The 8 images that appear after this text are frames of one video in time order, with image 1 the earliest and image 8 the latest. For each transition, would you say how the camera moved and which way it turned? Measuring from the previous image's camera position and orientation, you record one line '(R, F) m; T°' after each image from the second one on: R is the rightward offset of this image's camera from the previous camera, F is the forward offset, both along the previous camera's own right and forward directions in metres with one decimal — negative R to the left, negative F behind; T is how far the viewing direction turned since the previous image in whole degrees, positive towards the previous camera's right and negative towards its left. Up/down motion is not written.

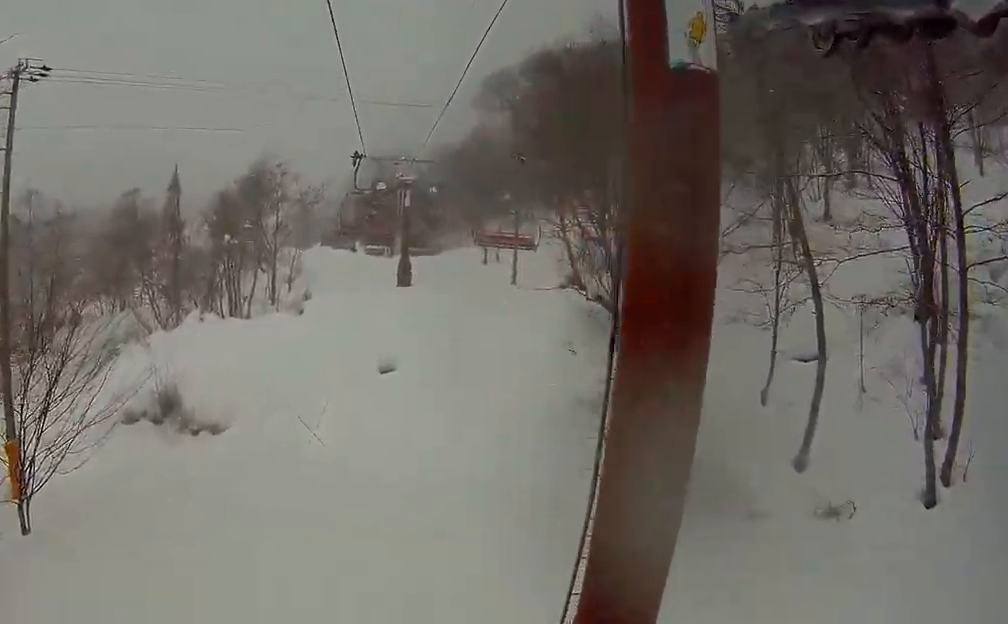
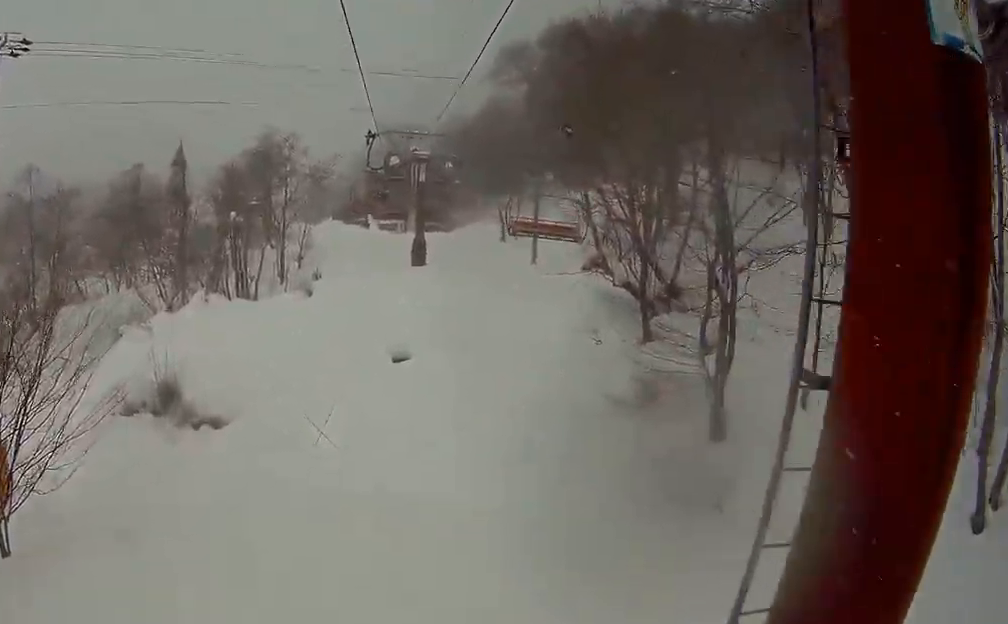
(-0.2, +1.8) m; -6°
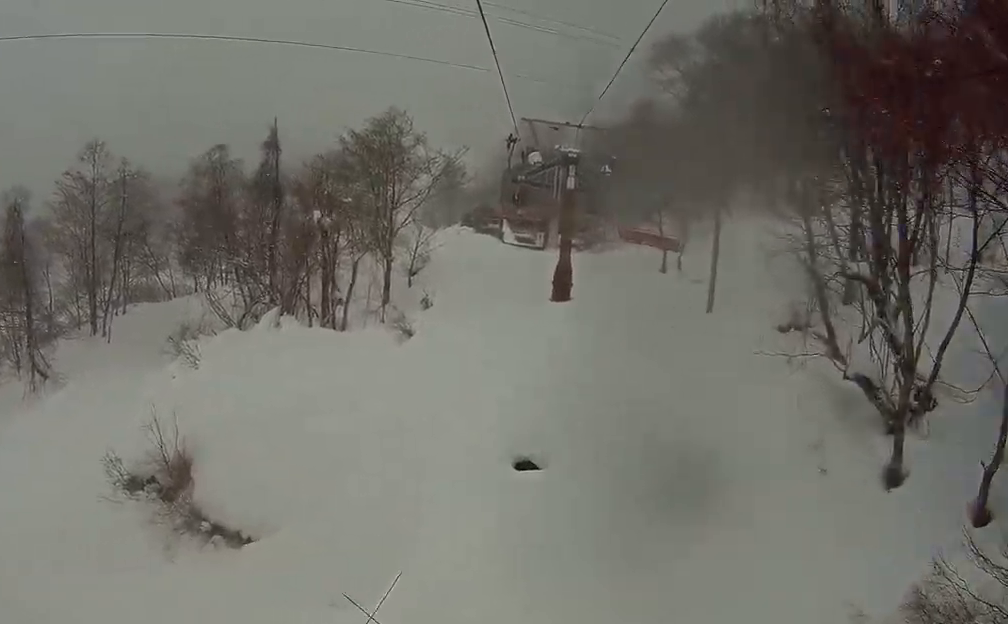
(-1.6, +9.1) m; +9°
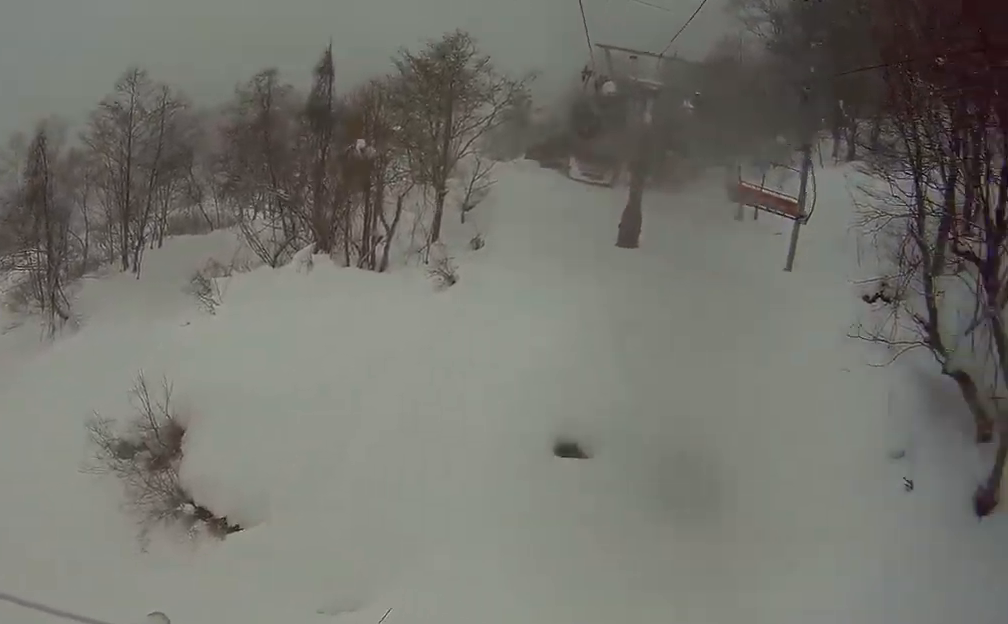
(+0.8, +2.8) m; -1°
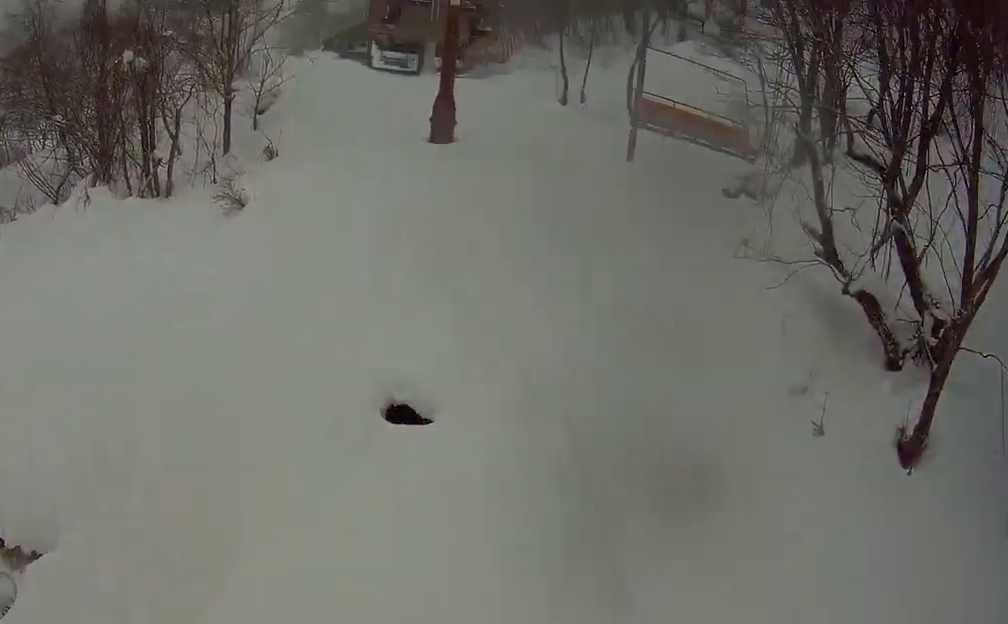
(-0.2, +2.9) m; -3°
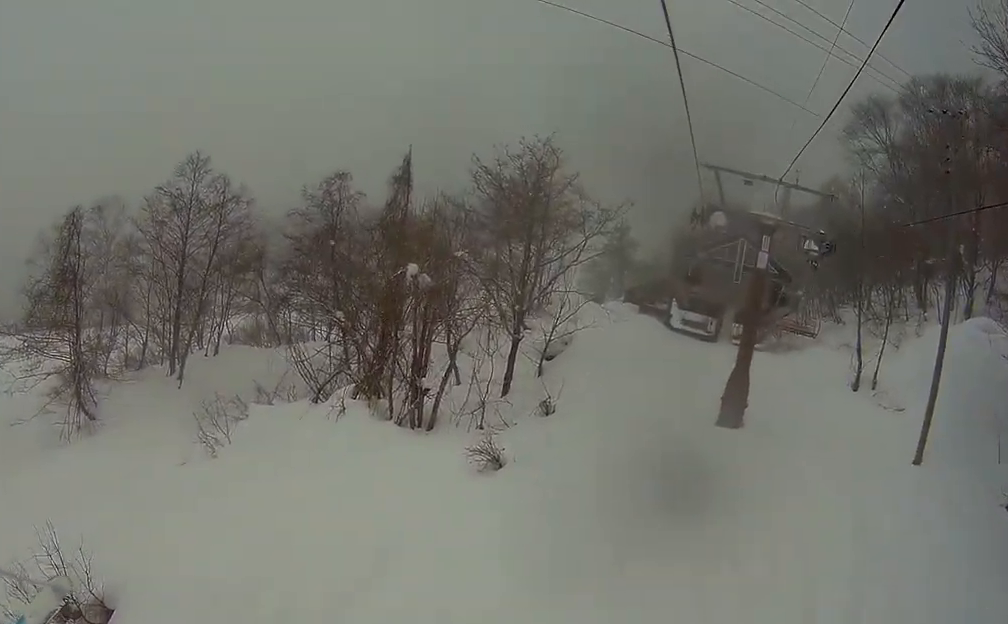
(-0.8, +2.6) m; -2°
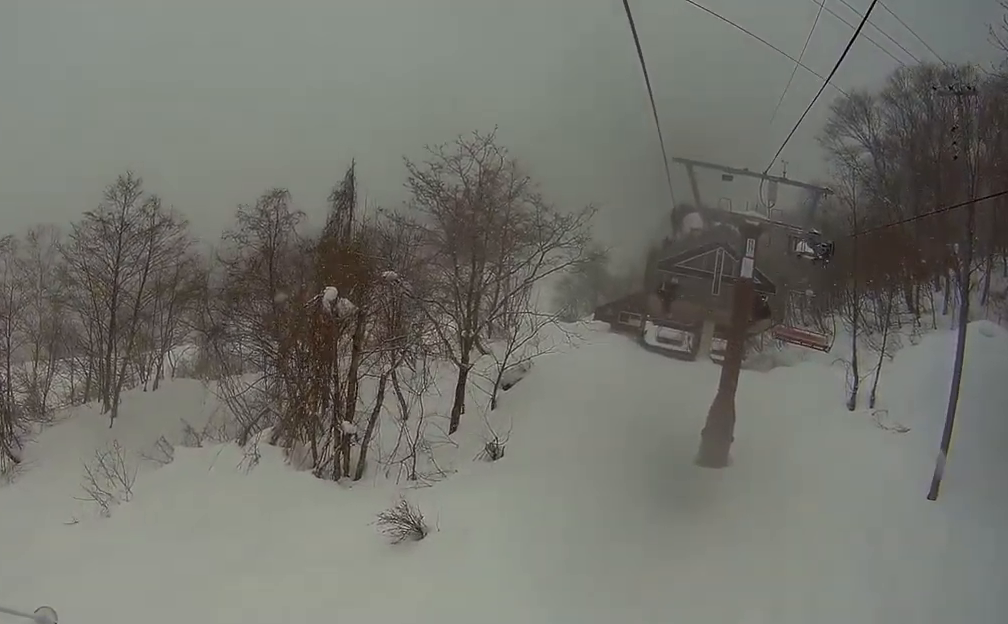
(+1.1, +3.9) m; +4°
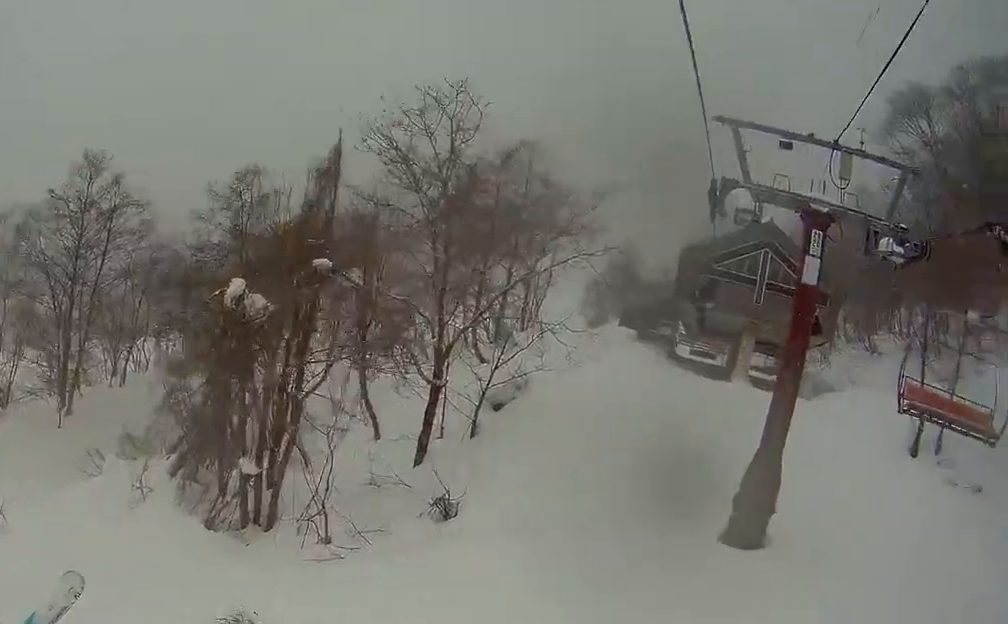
(-1.2, +5.6) m; -18°
